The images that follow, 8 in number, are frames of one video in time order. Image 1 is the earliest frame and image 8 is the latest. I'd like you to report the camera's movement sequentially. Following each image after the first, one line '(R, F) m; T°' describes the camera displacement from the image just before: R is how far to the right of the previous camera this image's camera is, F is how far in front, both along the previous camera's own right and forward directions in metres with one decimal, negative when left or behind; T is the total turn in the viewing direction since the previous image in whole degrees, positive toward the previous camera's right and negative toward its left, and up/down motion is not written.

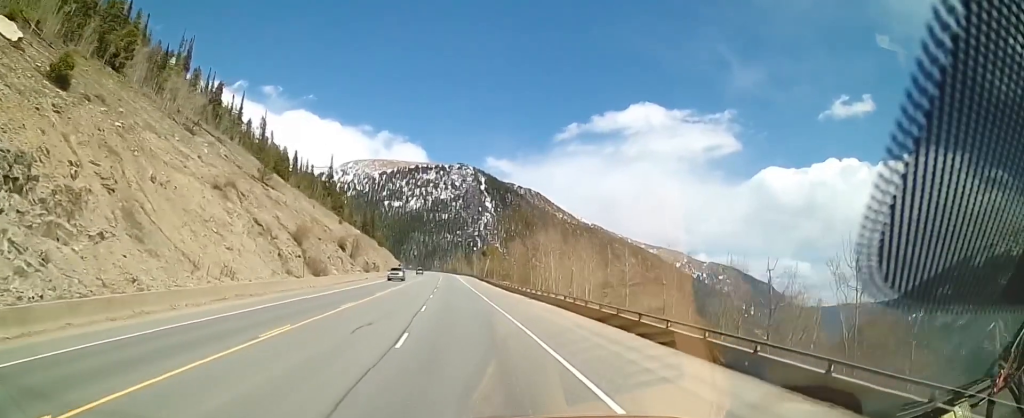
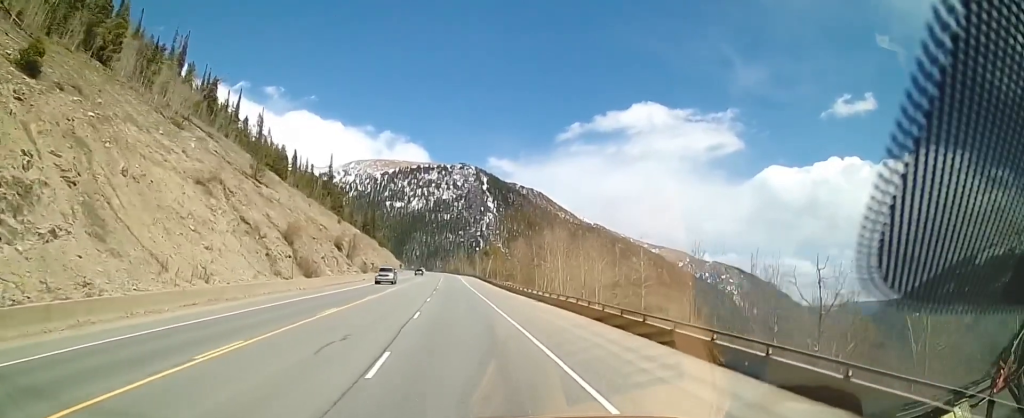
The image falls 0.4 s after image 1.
(-0.1, +3.7) m; +1°
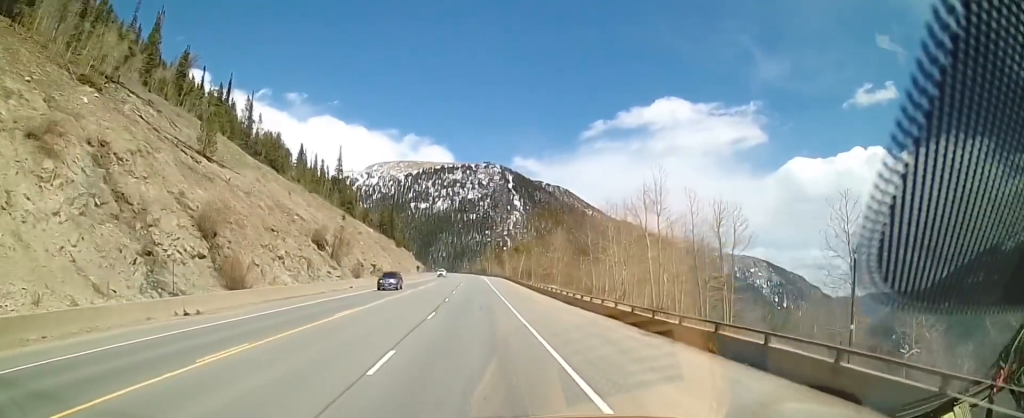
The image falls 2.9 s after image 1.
(0.0, +23.2) m; -3°
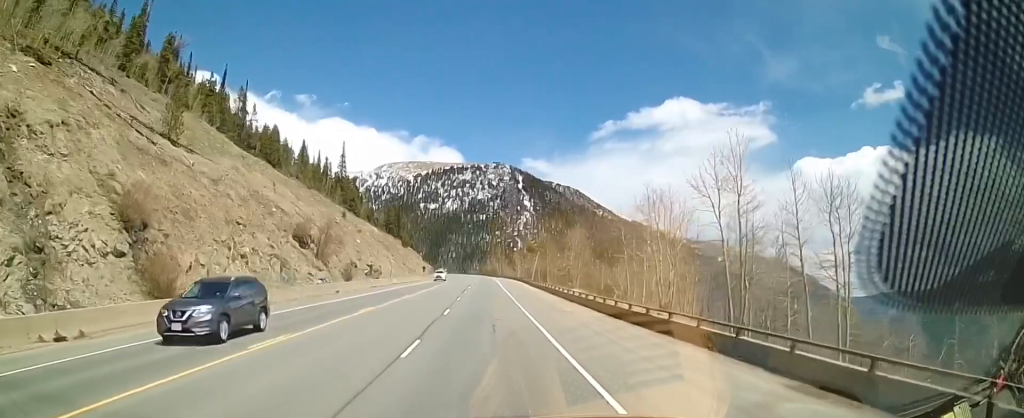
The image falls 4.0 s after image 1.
(-0.1, +9.6) m; 0°
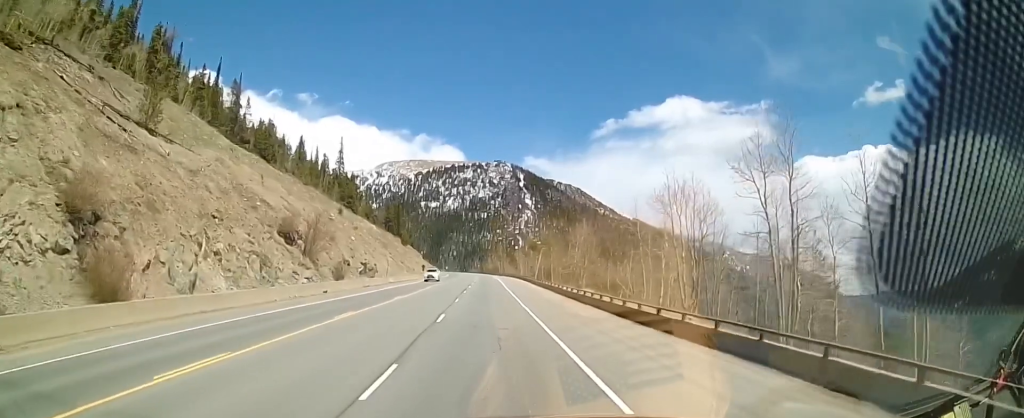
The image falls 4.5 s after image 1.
(+0.1, +4.3) m; 0°
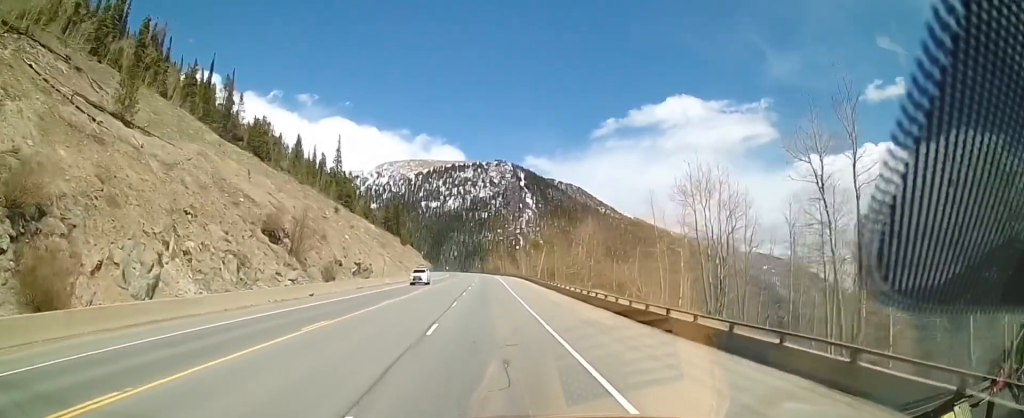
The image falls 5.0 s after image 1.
(0.0, +4.0) m; 0°
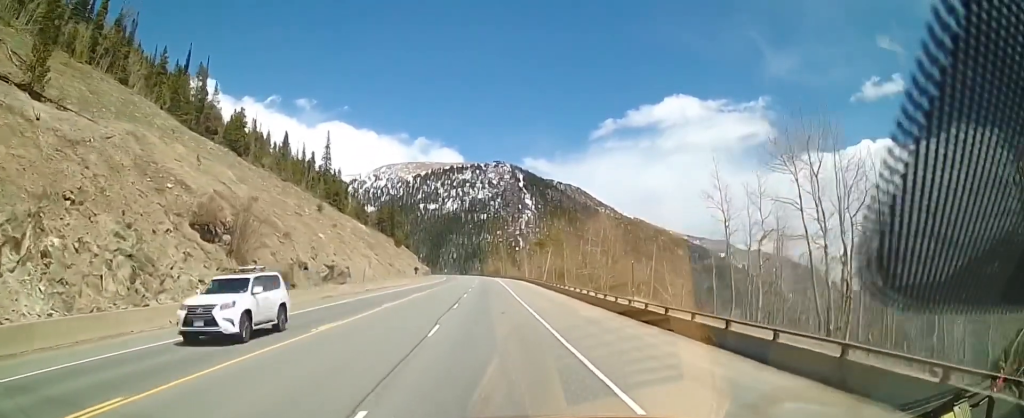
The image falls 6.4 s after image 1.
(-0.1, +11.6) m; +2°
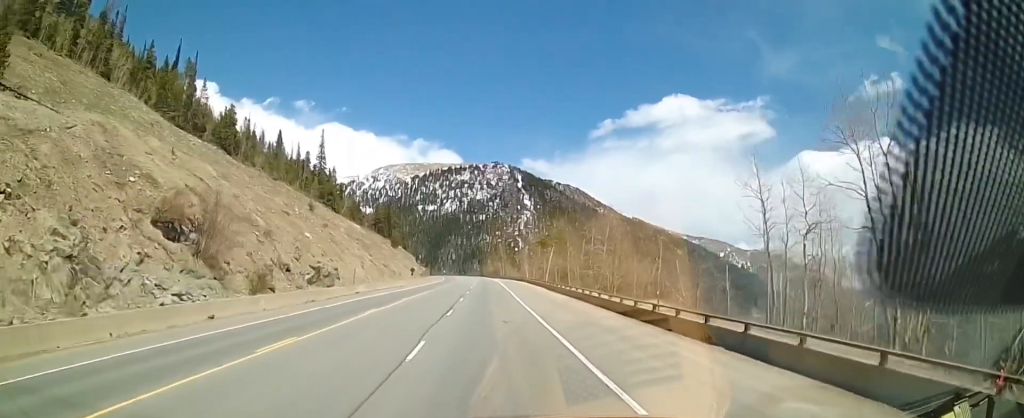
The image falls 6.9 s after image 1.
(0.0, +4.3) m; +2°
